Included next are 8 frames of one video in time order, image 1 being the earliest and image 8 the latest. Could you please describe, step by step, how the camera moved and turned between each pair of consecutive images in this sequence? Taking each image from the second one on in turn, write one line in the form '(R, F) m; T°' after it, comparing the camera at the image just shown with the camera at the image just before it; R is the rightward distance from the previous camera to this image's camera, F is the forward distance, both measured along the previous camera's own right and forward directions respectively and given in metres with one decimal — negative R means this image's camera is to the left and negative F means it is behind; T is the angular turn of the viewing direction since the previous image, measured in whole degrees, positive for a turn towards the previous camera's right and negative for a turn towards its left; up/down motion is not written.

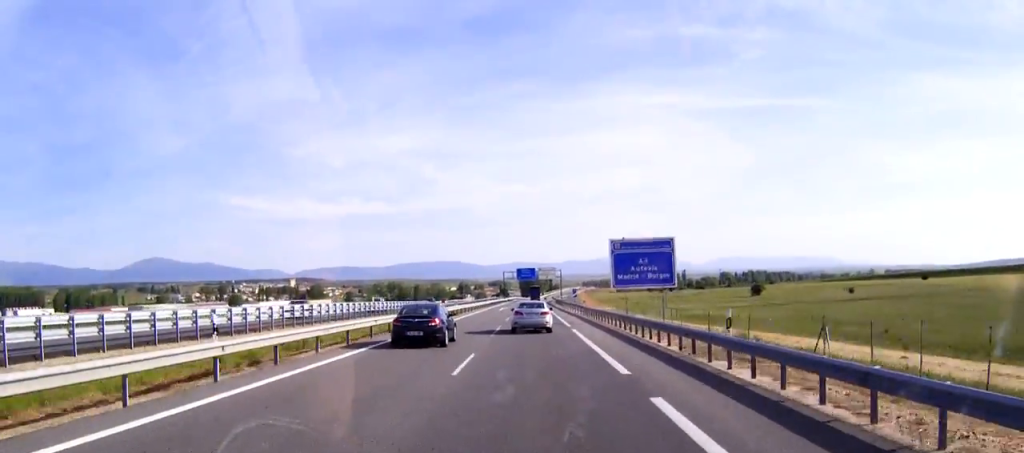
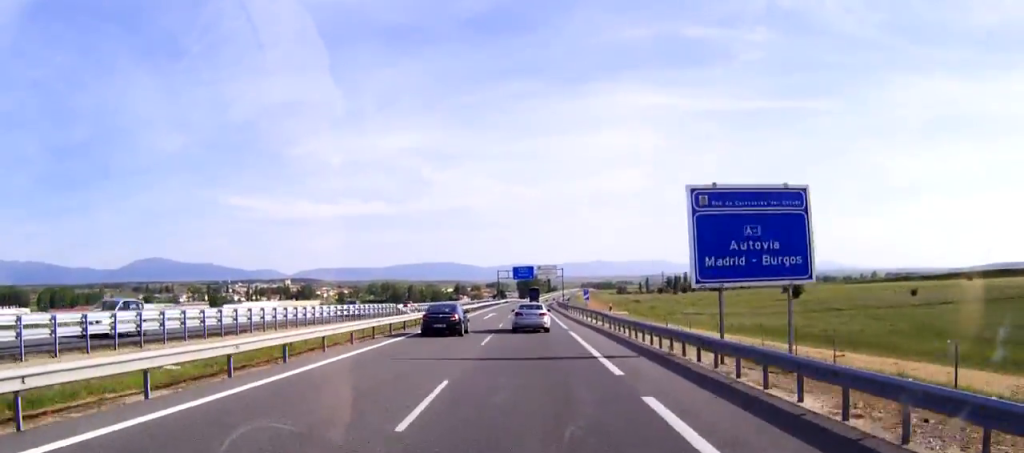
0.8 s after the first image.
(+0.1, +23.1) m; 0°
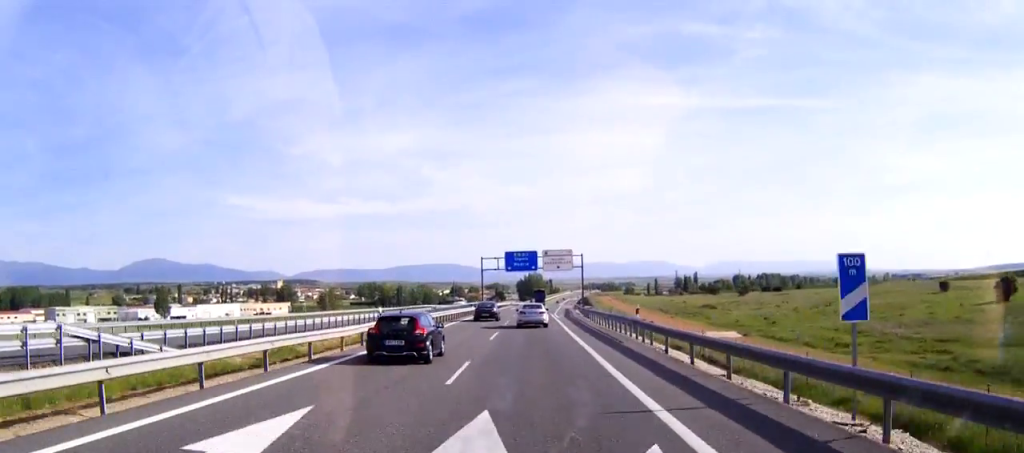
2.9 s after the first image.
(0.0, +62.1) m; 0°
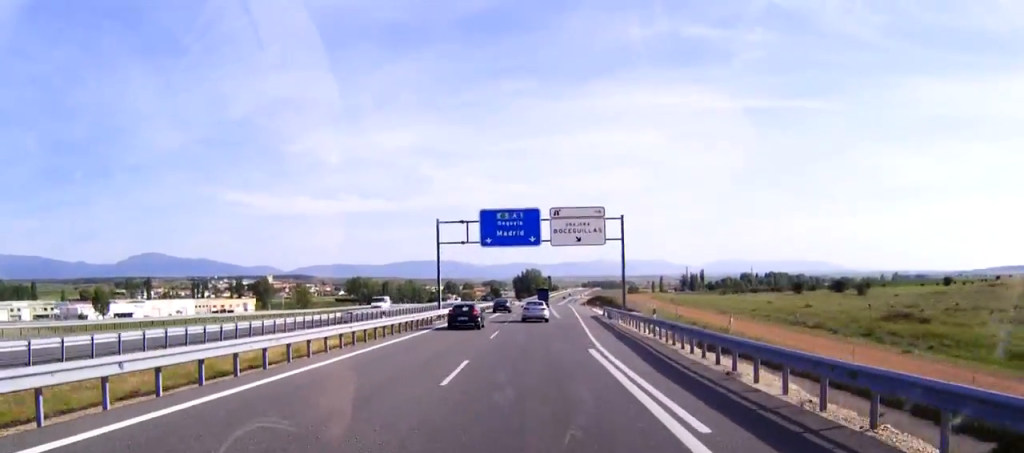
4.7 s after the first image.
(+0.1, +51.5) m; 0°
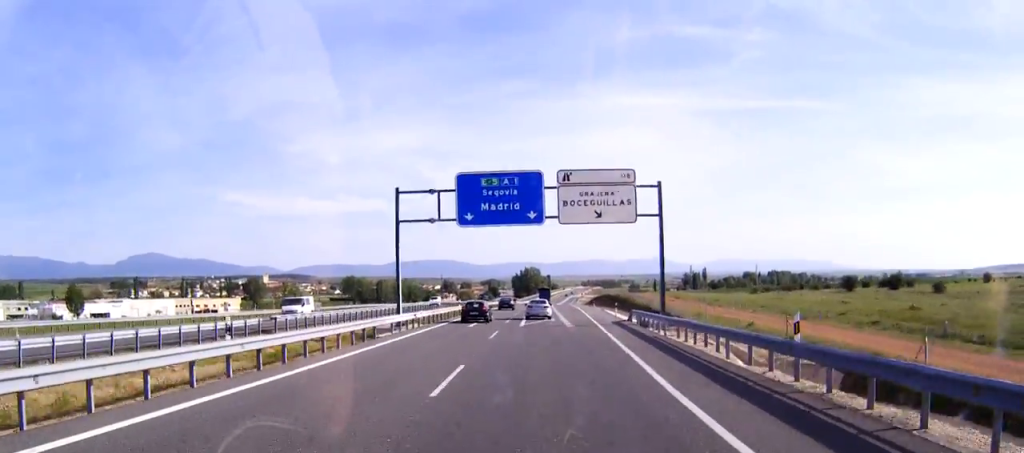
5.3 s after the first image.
(0.0, +18.5) m; 0°
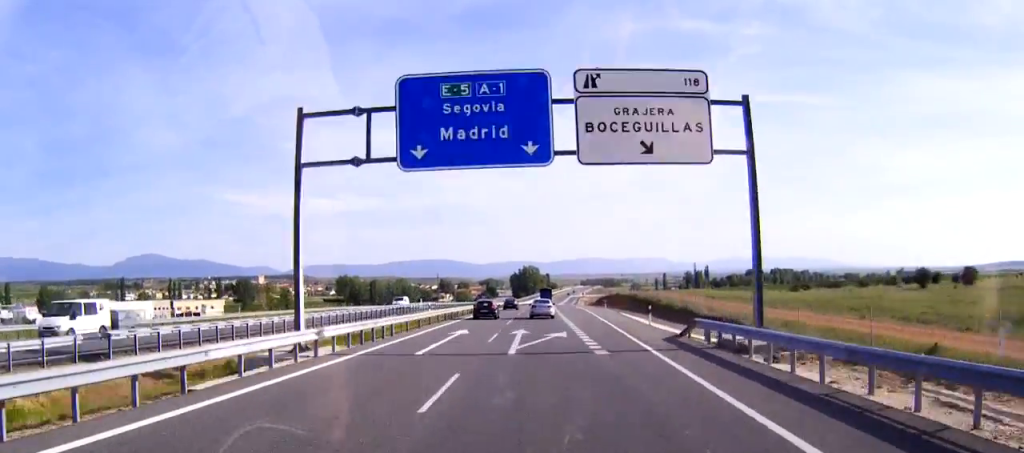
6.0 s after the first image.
(0.0, +18.6) m; 0°
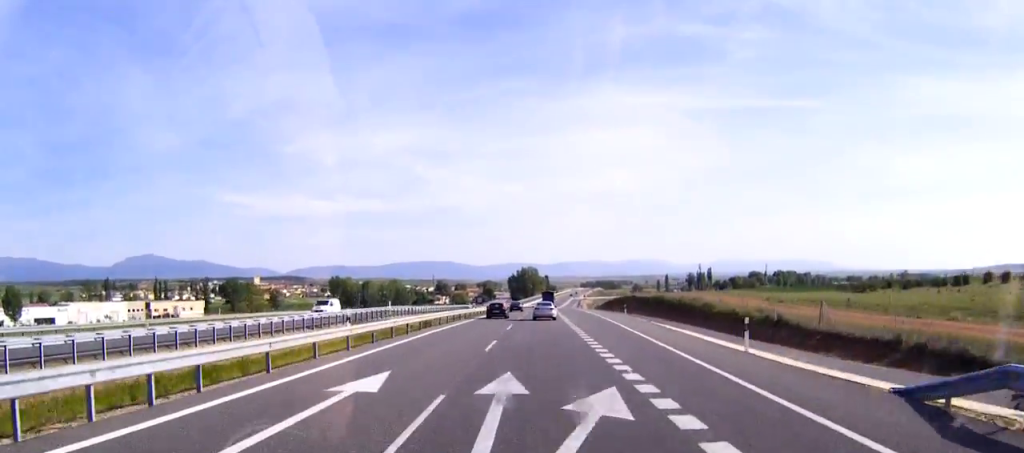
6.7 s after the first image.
(+0.1, +20.6) m; 0°
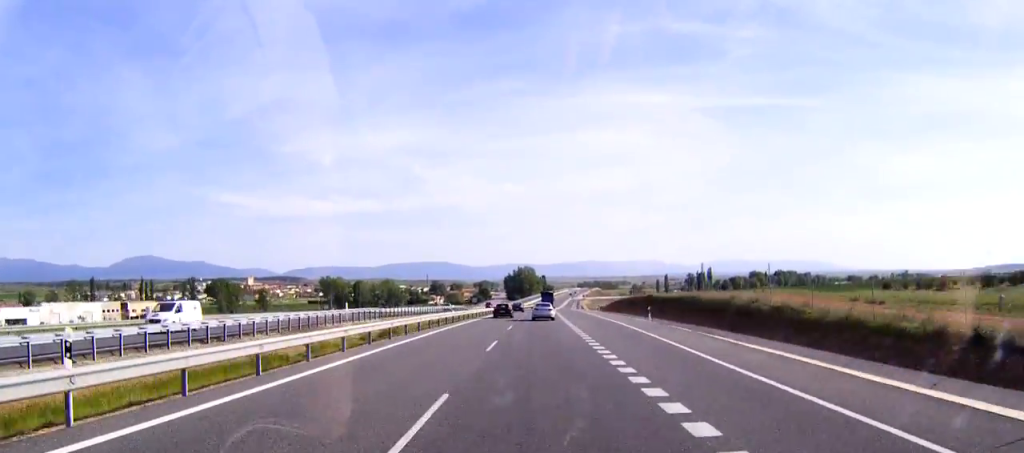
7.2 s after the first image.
(0.0, +16.7) m; 0°
